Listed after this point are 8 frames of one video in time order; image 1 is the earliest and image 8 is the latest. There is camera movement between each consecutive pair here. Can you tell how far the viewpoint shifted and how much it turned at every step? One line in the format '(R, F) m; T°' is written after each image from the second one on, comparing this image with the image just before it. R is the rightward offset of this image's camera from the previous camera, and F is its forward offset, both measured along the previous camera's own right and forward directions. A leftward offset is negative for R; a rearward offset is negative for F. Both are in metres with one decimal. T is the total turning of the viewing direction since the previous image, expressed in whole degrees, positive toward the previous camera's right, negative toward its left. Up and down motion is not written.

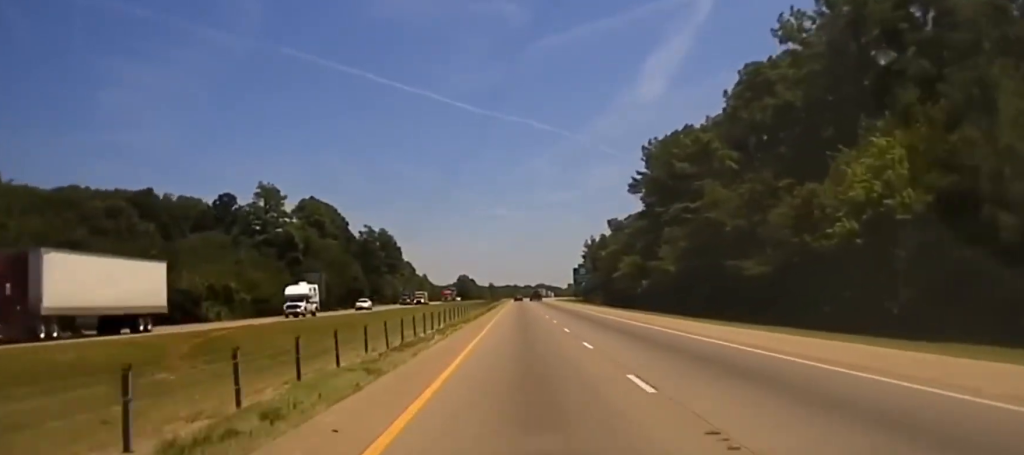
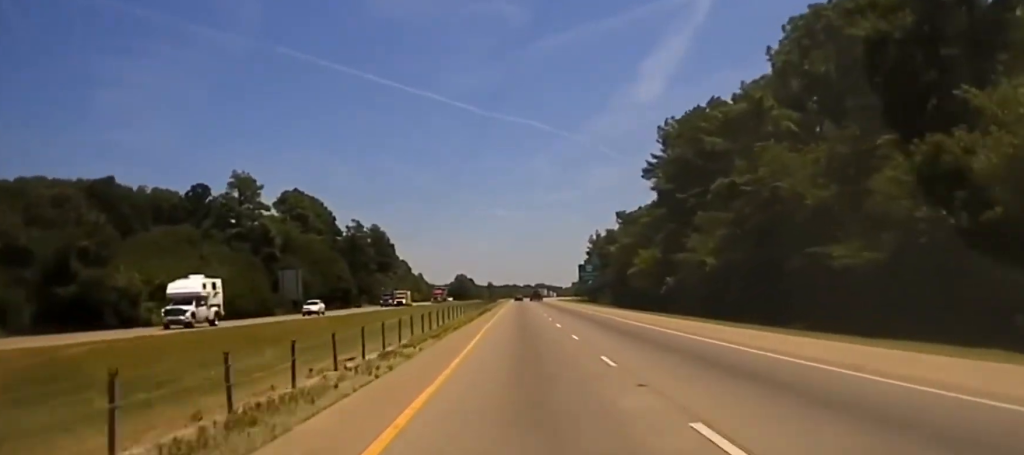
(0.0, +15.1) m; 0°
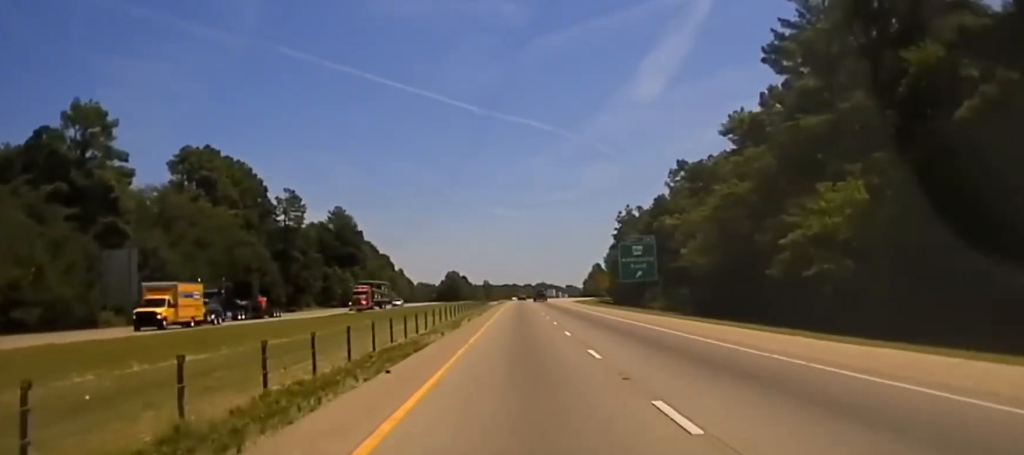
(-0.1, +55.9) m; +1°
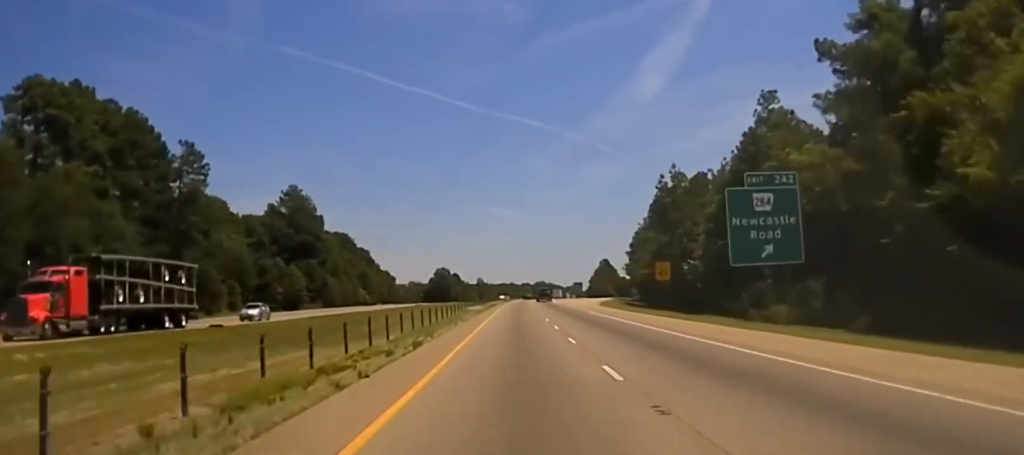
(+0.6, +53.1) m; 0°
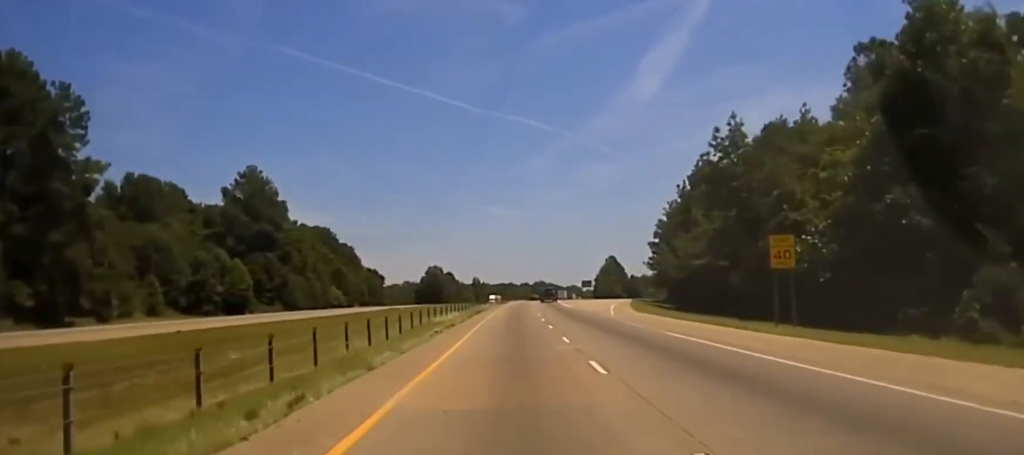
(-0.3, +37.4) m; 0°
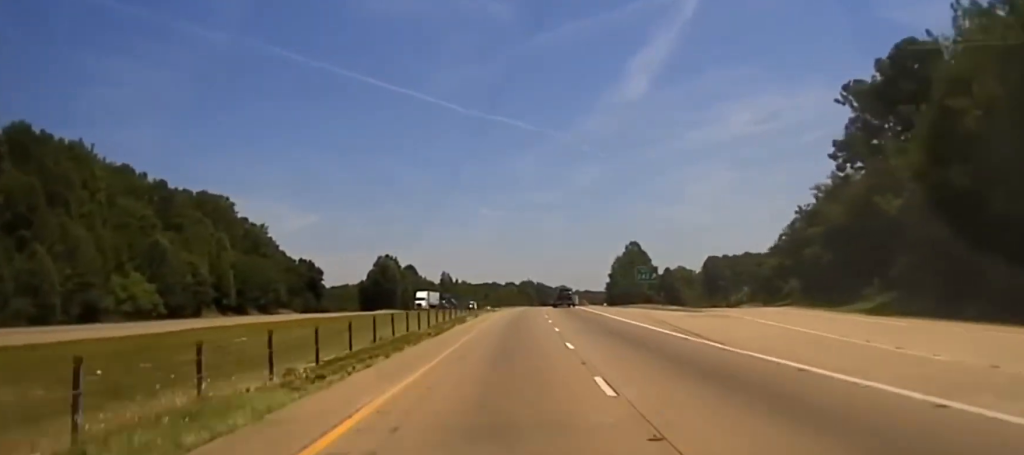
(+0.7, +143.0) m; +1°
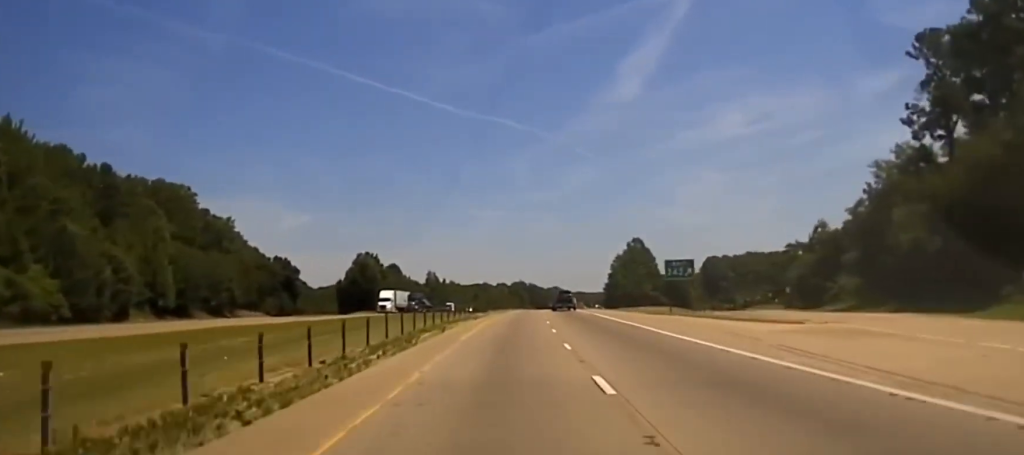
(+0.3, +27.7) m; 0°
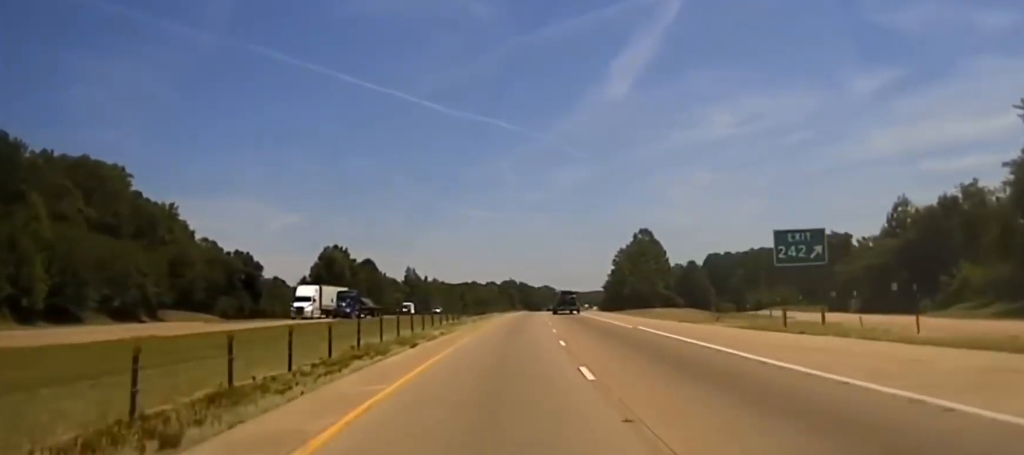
(+0.2, +33.8) m; 0°
